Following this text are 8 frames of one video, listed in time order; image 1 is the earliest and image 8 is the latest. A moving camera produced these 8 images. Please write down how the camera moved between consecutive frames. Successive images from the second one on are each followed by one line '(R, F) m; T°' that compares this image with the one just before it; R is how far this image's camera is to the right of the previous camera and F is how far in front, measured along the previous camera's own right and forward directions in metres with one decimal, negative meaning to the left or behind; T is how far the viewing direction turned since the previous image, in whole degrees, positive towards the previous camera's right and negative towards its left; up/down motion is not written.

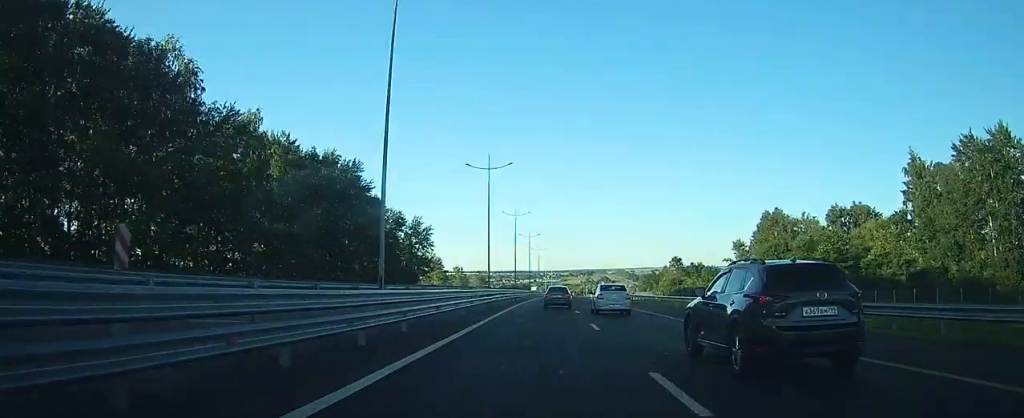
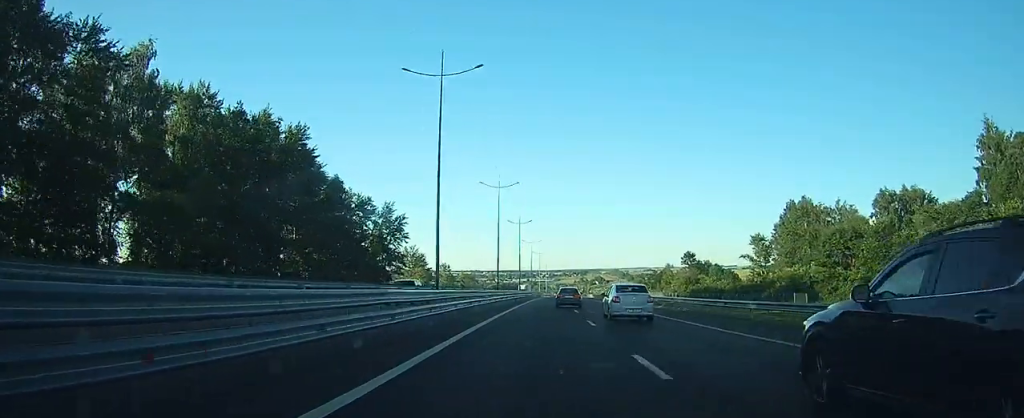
(+0.1, +21.3) m; 0°
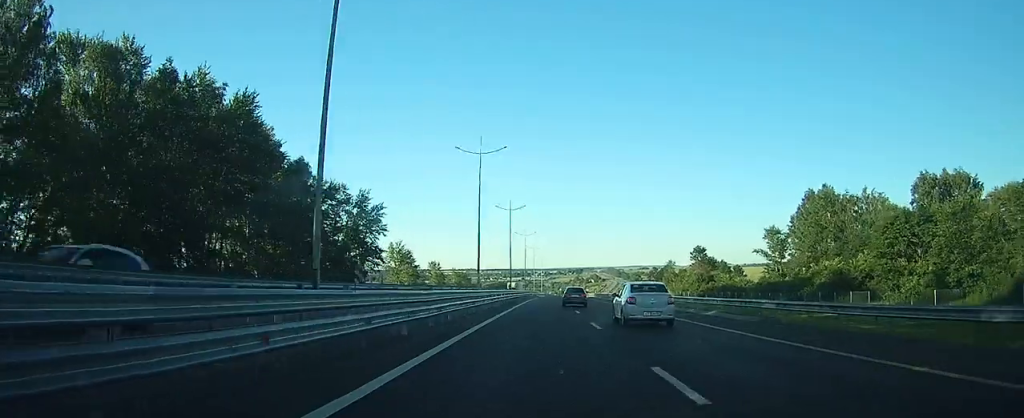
(0.0, +13.6) m; 0°
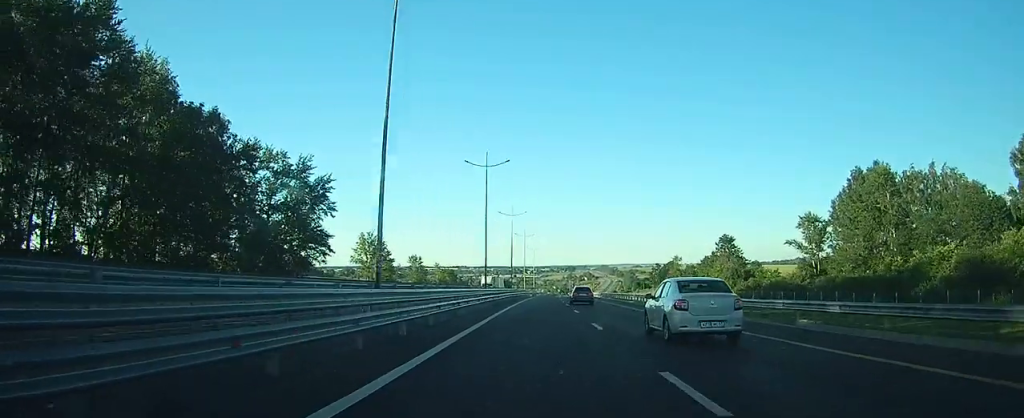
(+0.1, +24.5) m; +1°
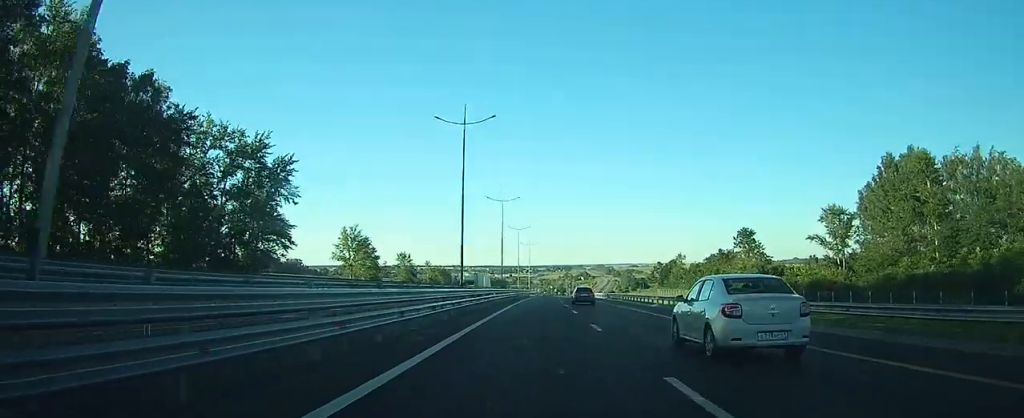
(+0.1, +12.4) m; +1°
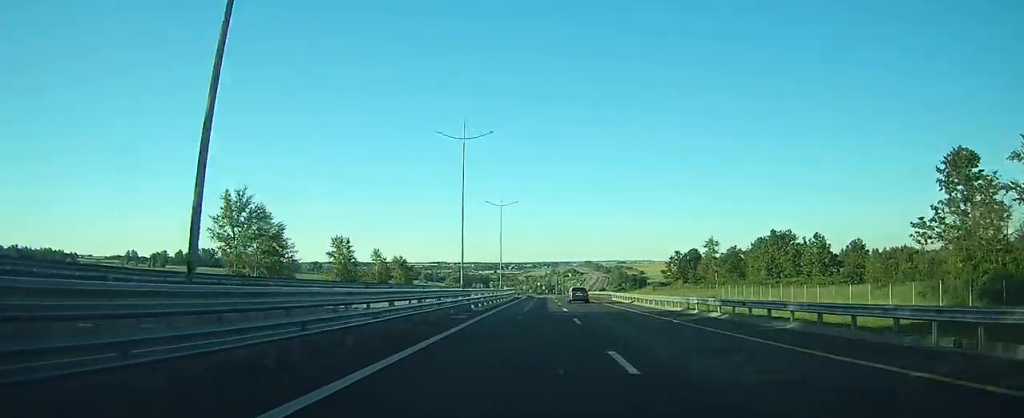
(+1.1, +56.1) m; +3°
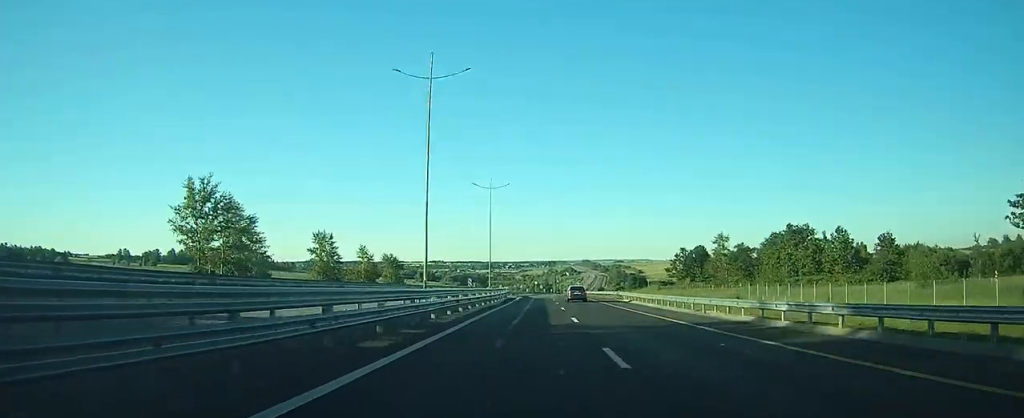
(+0.2, +11.4) m; +1°
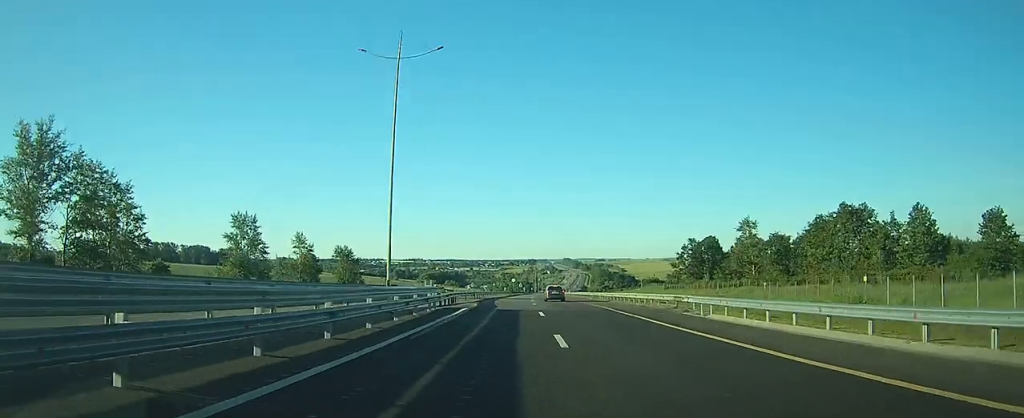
(+0.4, +32.8) m; +1°
